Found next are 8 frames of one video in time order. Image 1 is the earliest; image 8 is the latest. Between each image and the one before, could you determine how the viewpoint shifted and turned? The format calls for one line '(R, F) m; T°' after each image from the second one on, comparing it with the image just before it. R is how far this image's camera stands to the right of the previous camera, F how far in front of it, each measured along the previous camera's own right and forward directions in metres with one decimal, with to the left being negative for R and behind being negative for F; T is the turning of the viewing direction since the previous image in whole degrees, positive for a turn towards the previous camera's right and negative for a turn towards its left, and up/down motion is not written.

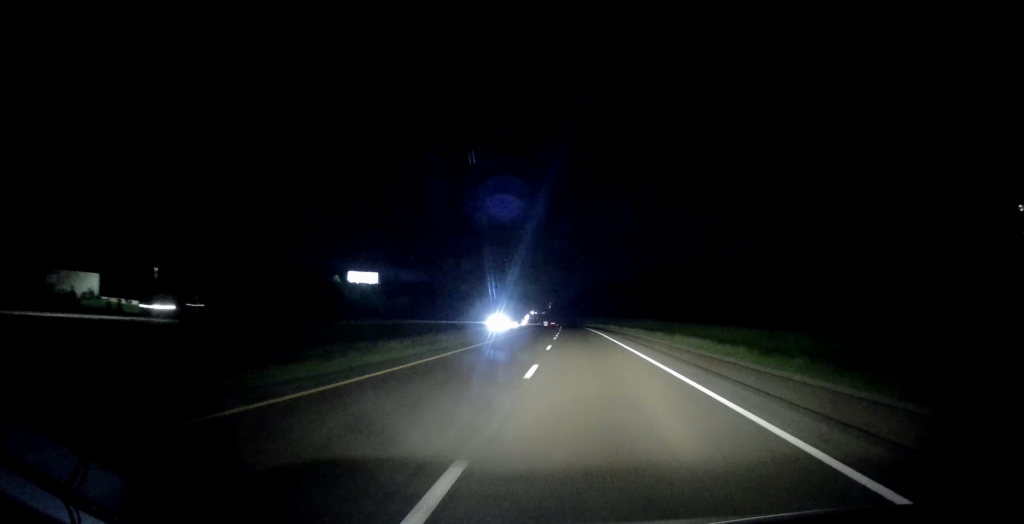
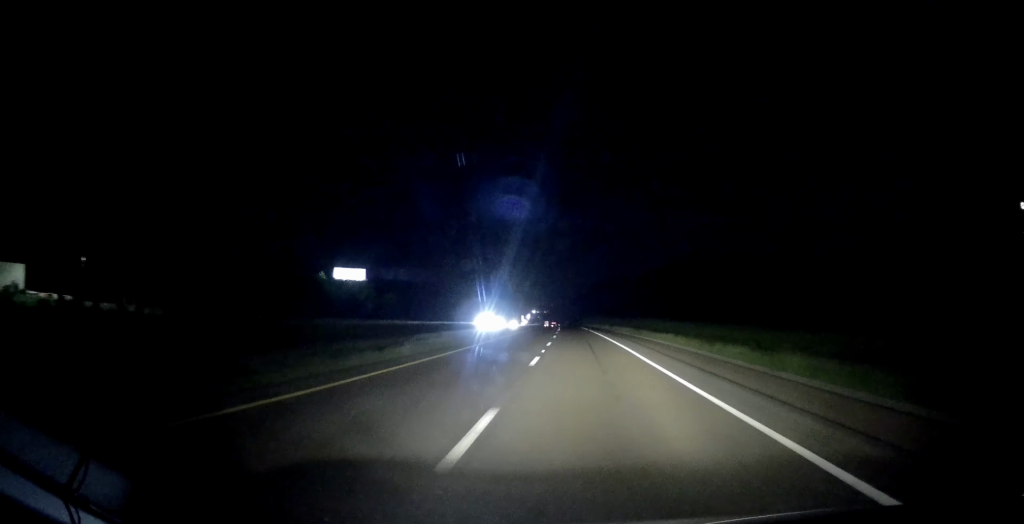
(-0.2, +20.7) m; 0°
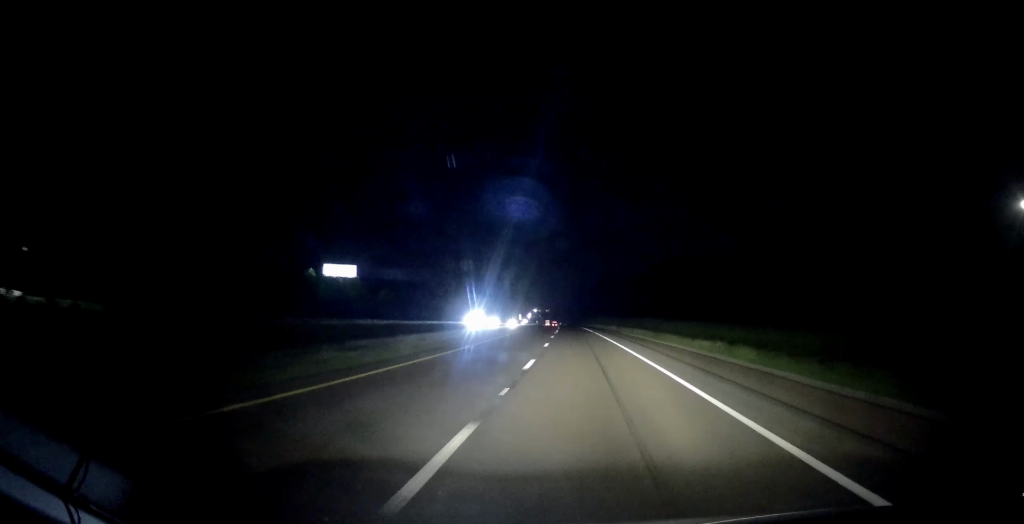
(0.0, +13.5) m; 0°
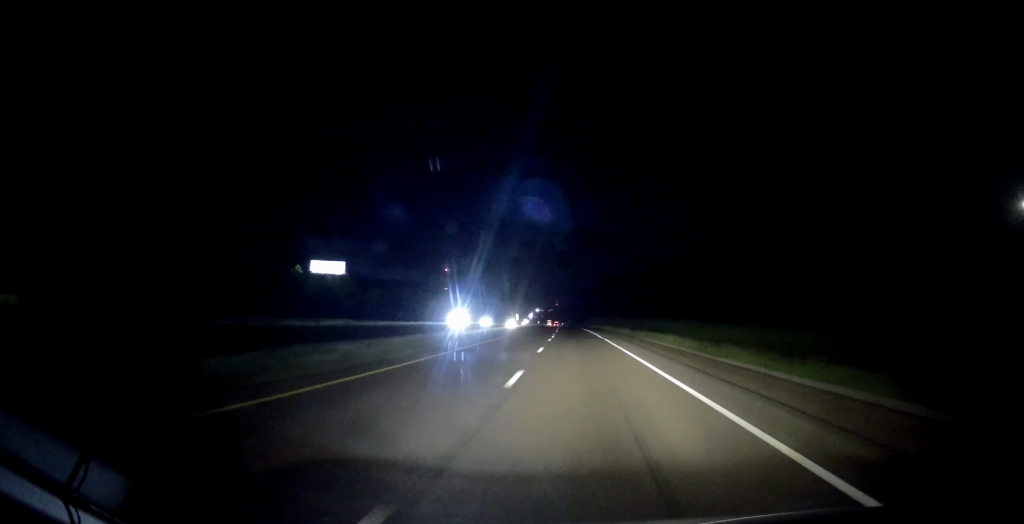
(0.0, +15.8) m; 0°
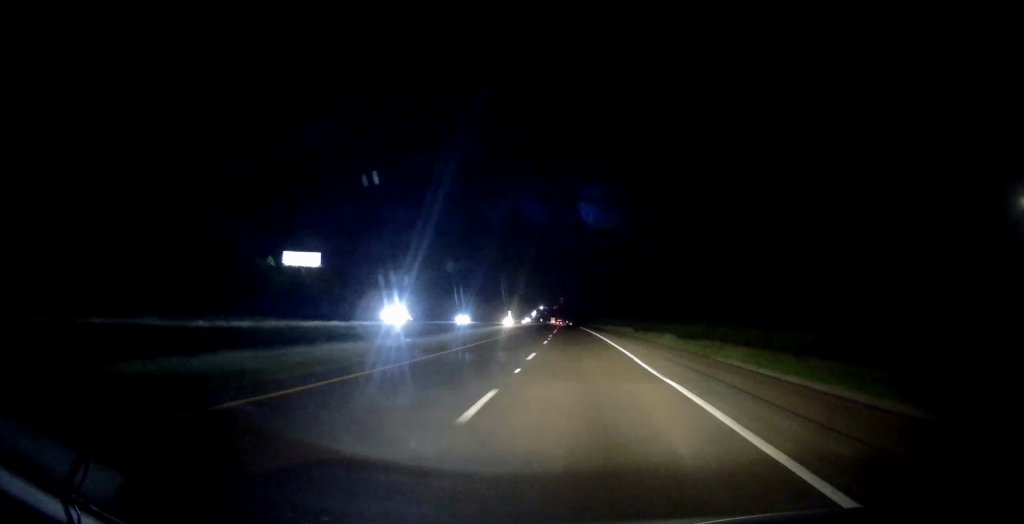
(+0.2, +27.3) m; -1°
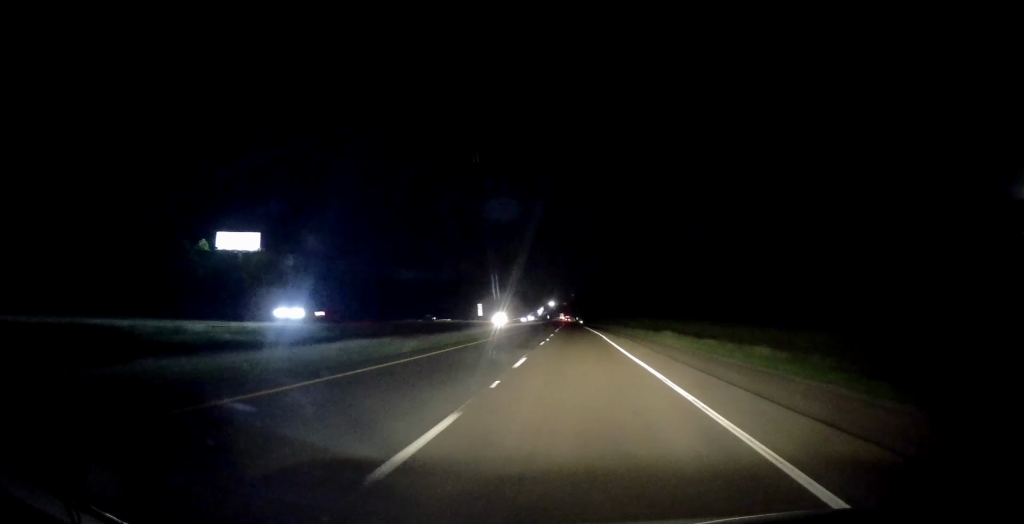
(-1.1, +49.7) m; -1°
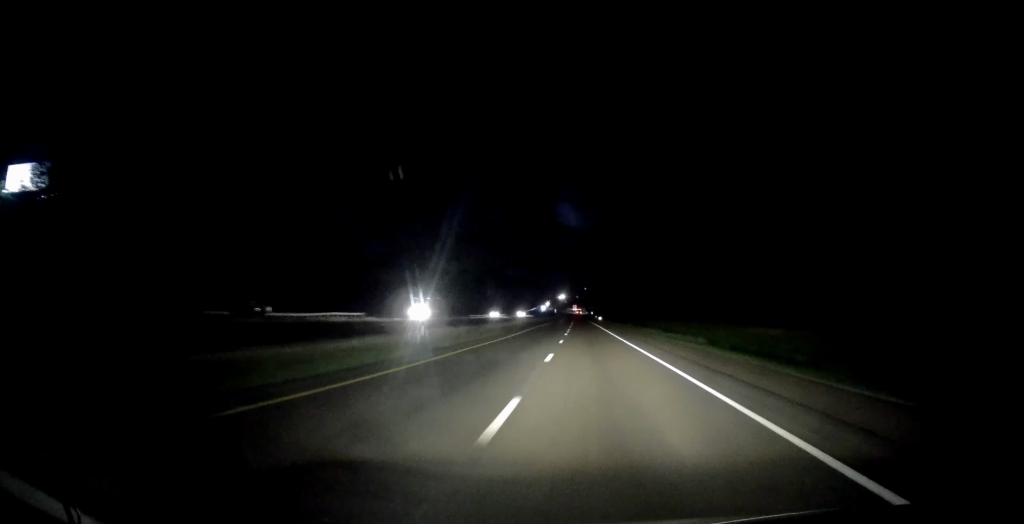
(+0.1, +86.5) m; -1°
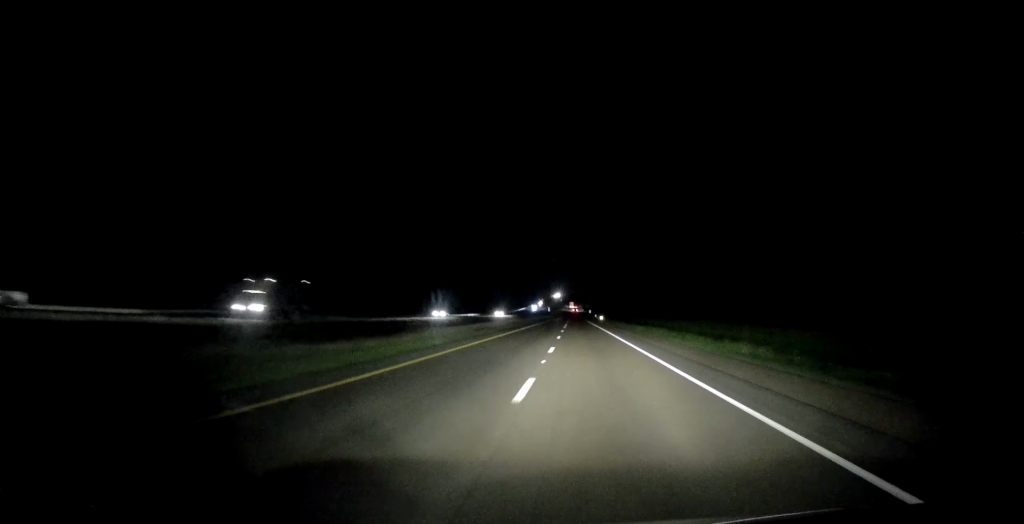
(-0.7, +33.4) m; -1°
